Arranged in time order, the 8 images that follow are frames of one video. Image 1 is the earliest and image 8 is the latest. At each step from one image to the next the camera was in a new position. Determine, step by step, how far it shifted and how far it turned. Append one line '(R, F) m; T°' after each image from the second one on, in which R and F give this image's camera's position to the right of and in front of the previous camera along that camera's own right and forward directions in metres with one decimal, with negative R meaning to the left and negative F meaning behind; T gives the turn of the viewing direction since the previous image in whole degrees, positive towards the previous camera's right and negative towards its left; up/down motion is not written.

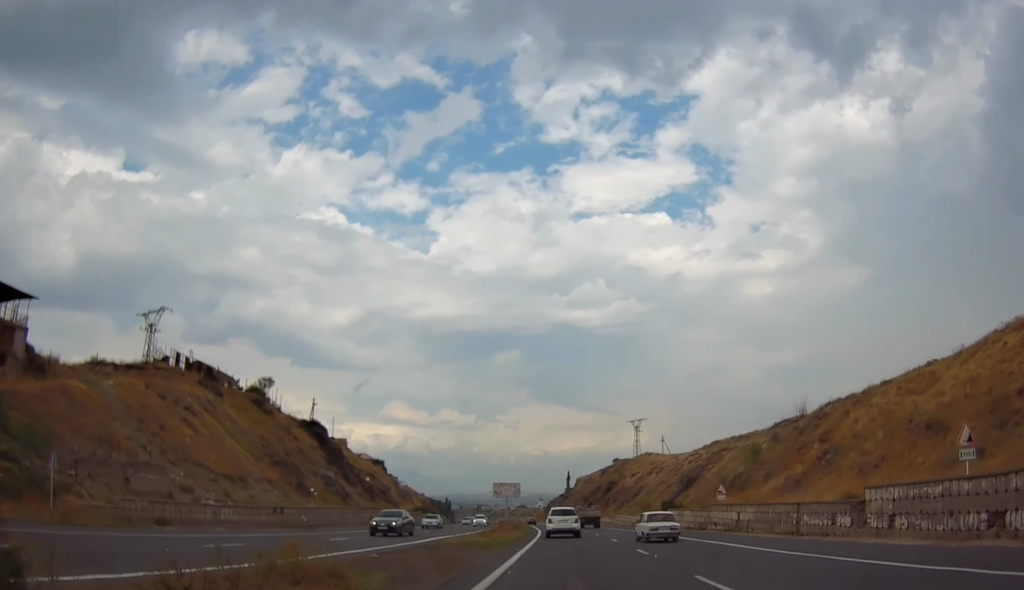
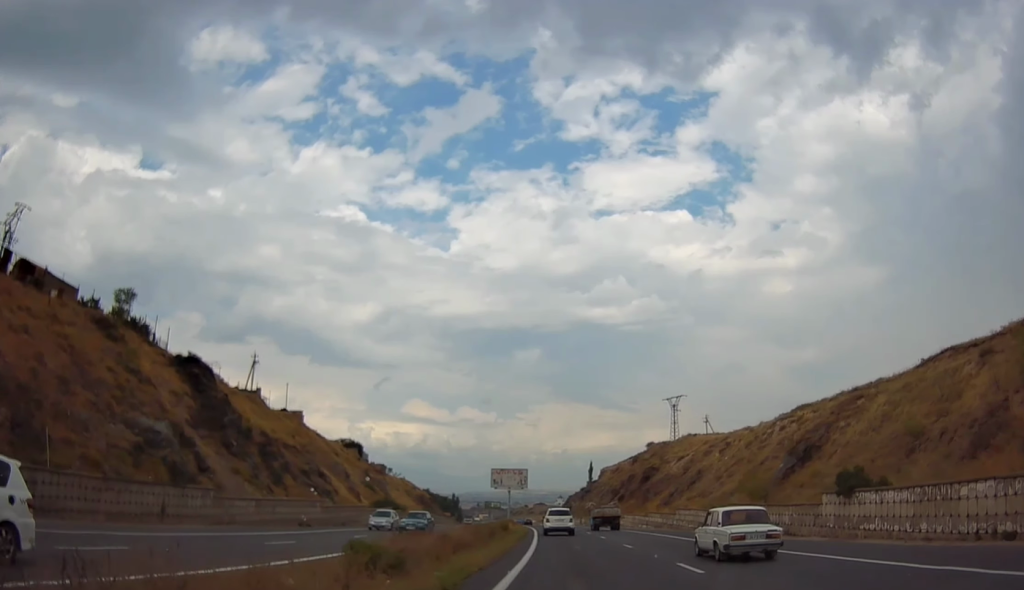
(-0.5, +41.6) m; -3°
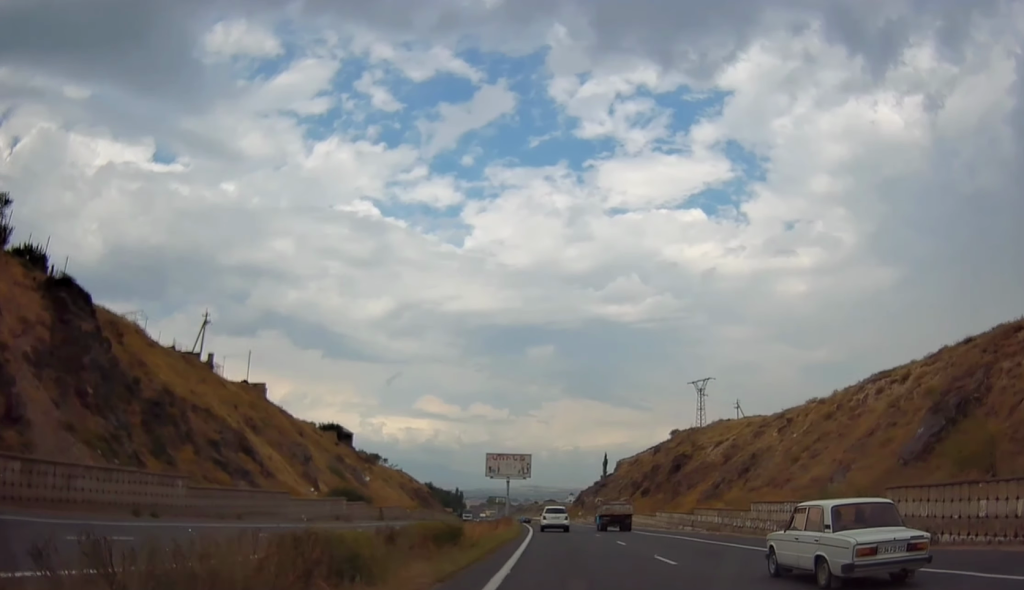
(-0.5, +22.4) m; -1°
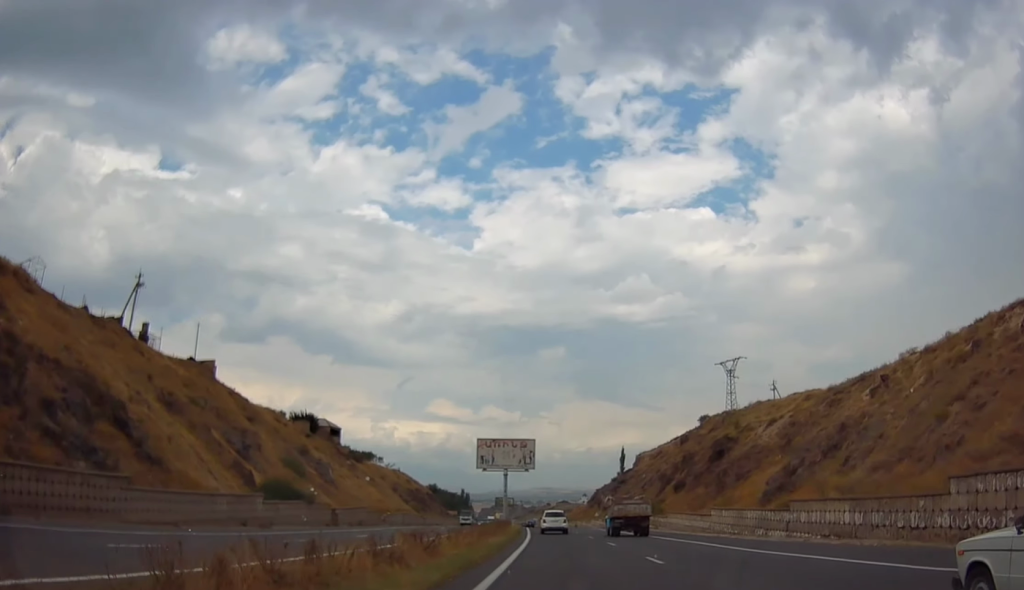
(-0.1, +21.2) m; 0°
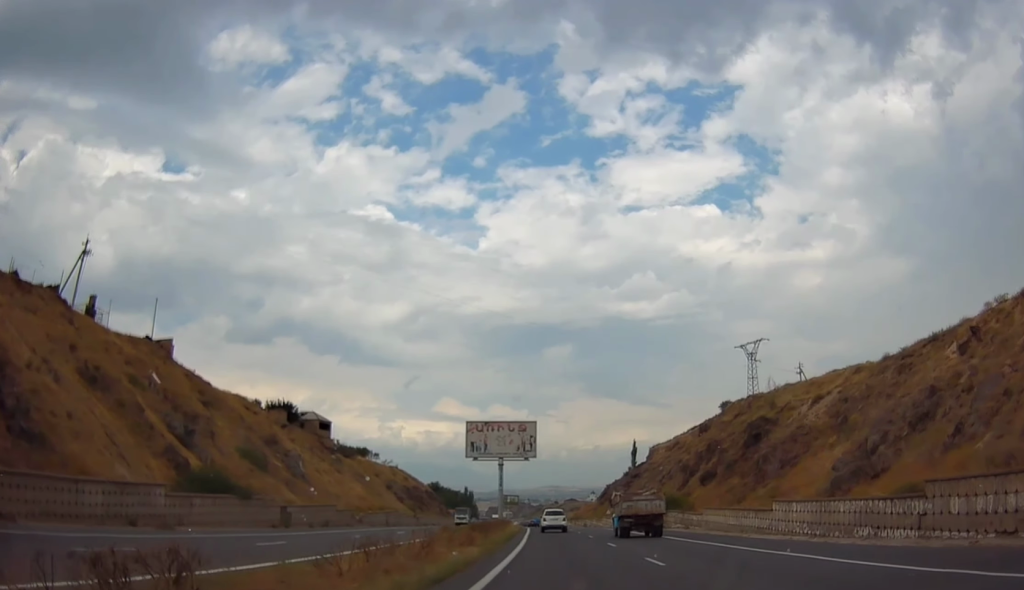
(+0.3, +13.0) m; 0°
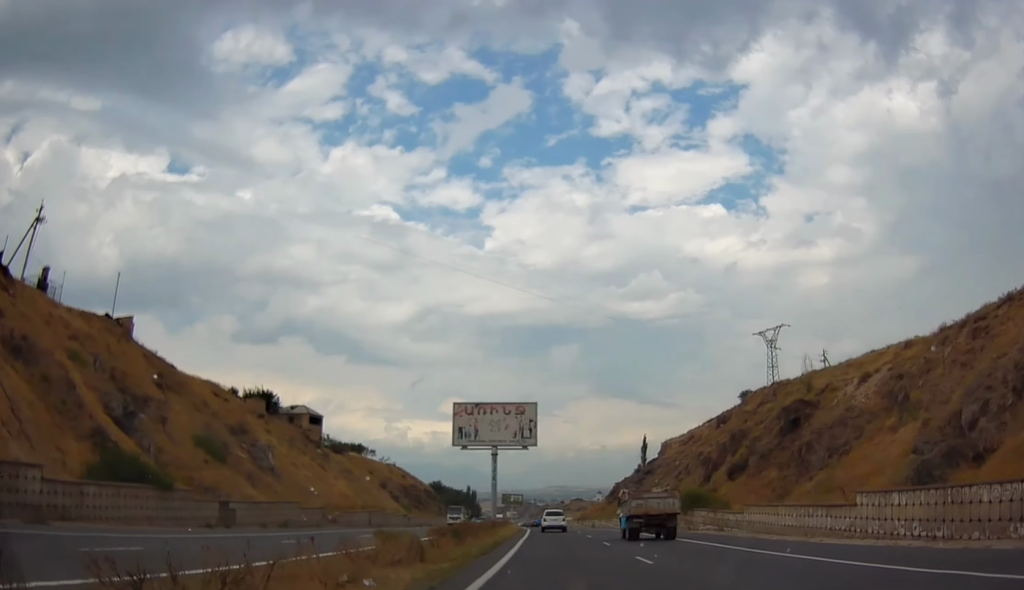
(-0.1, +10.1) m; 0°
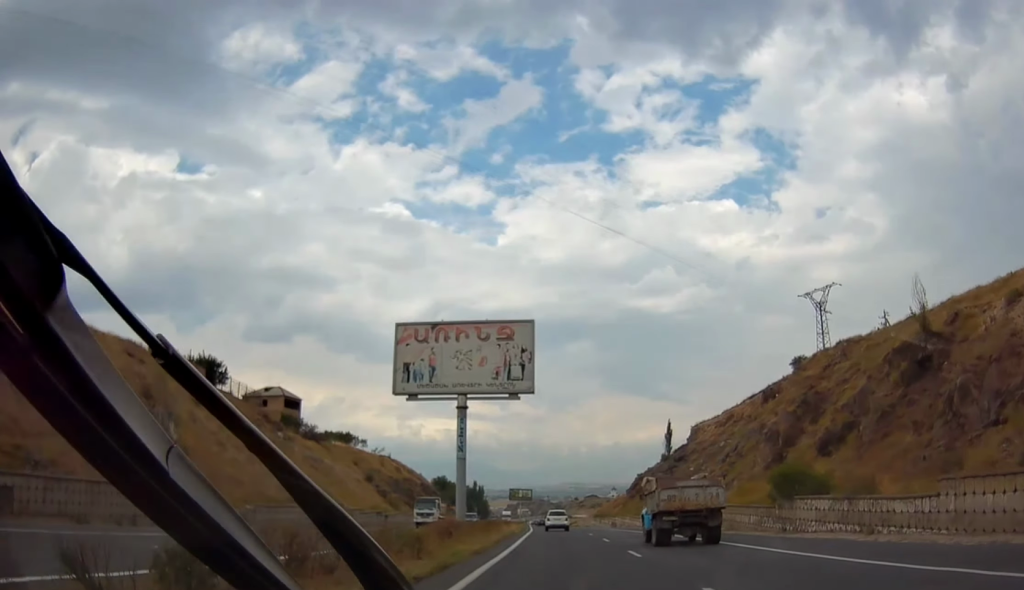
(-0.5, +20.8) m; -1°
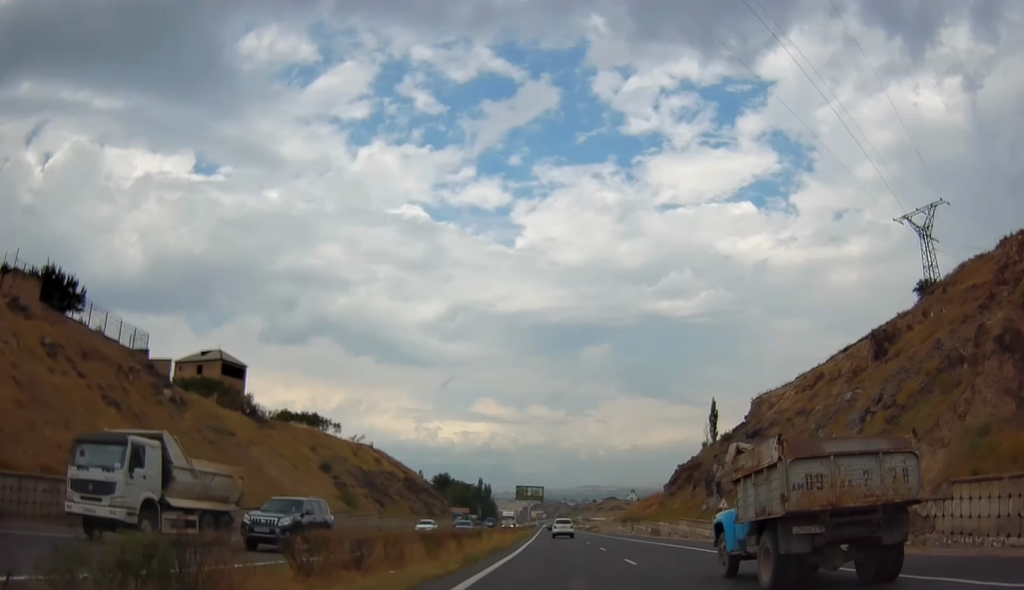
(-0.2, +31.7) m; -2°
